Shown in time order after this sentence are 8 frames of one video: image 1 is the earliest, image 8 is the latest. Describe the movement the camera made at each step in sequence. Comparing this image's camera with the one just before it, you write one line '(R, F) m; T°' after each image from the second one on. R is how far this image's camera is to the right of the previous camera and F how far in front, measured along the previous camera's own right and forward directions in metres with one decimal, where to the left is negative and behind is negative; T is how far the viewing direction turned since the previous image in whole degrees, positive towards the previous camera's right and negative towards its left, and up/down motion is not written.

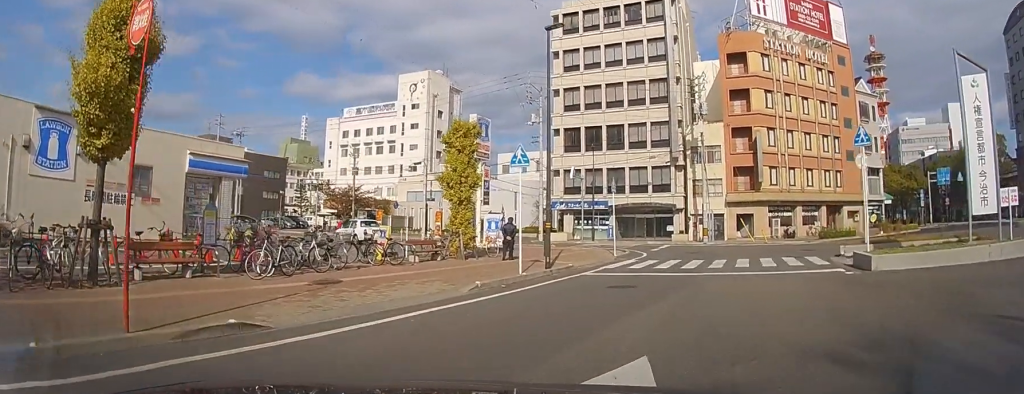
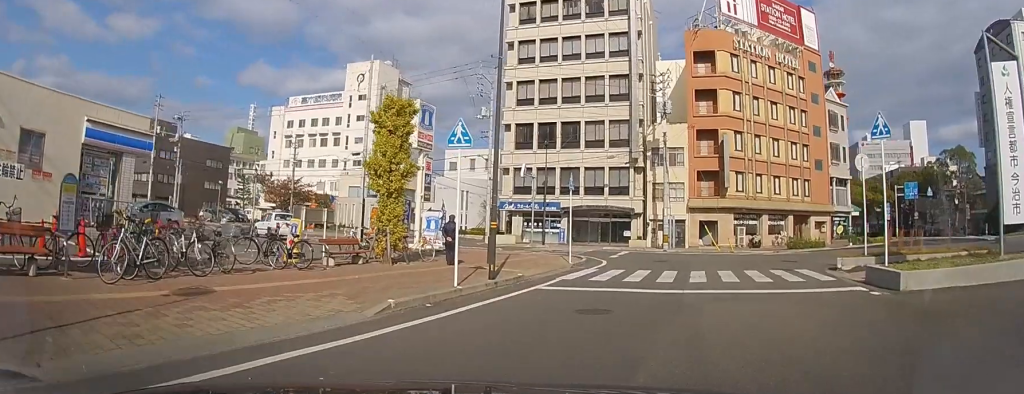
(+0.4, +3.2) m; +6°
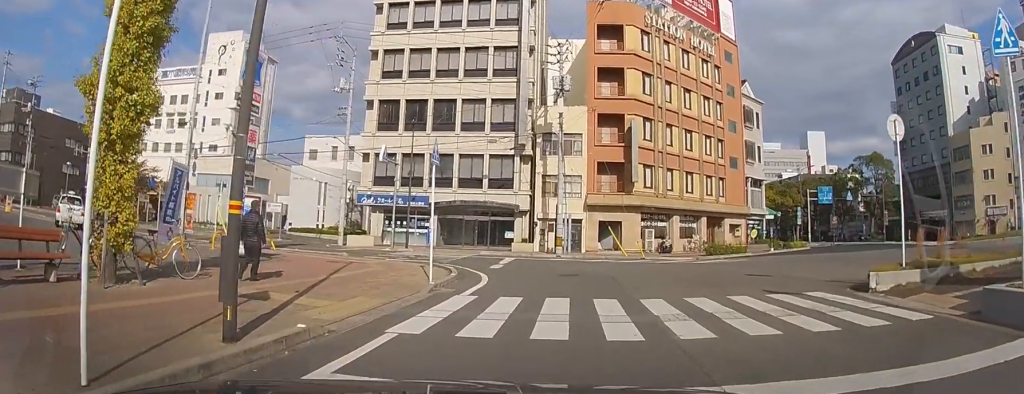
(+0.7, +7.5) m; +11°
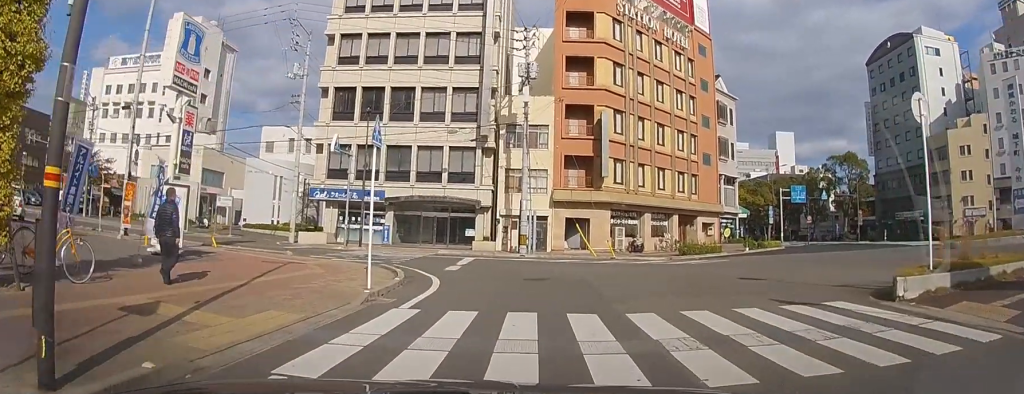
(+0.1, +2.6) m; +3°
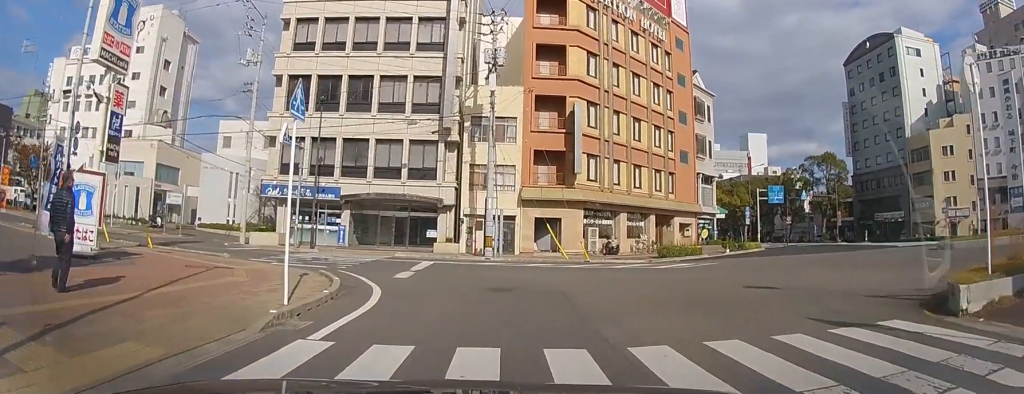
(0.0, +2.9) m; 0°
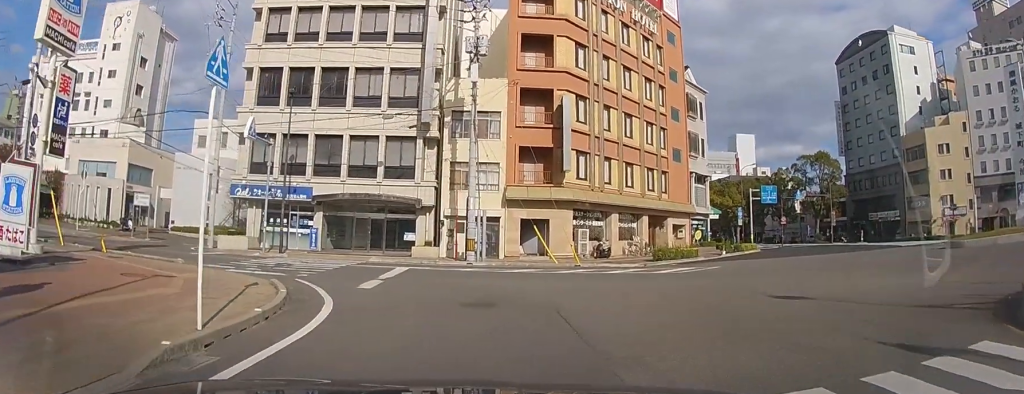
(0.0, +2.2) m; 0°
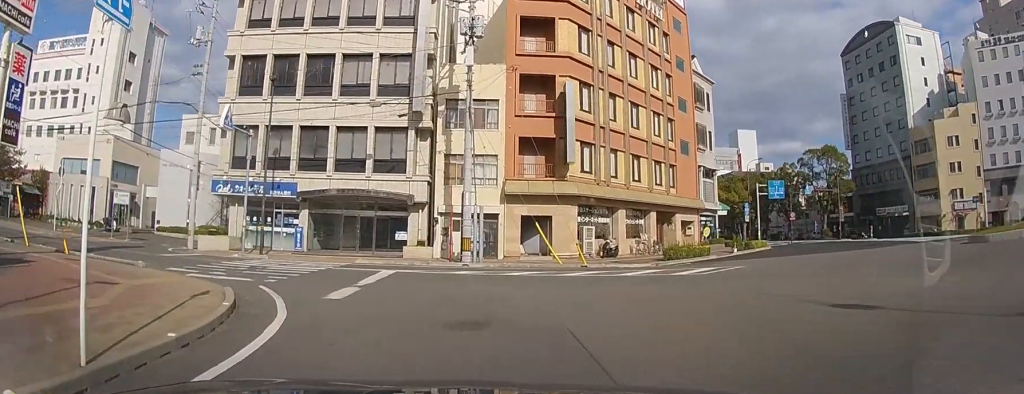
(0.0, +2.2) m; 0°
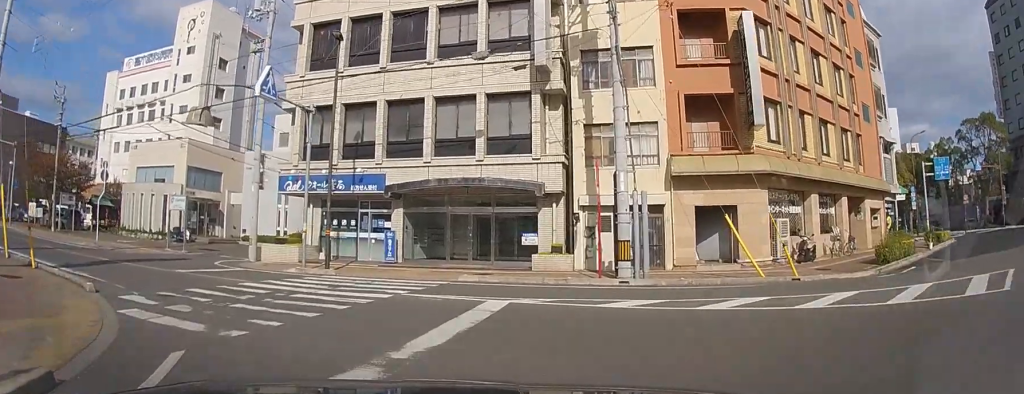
(0.0, +7.1) m; -10°
